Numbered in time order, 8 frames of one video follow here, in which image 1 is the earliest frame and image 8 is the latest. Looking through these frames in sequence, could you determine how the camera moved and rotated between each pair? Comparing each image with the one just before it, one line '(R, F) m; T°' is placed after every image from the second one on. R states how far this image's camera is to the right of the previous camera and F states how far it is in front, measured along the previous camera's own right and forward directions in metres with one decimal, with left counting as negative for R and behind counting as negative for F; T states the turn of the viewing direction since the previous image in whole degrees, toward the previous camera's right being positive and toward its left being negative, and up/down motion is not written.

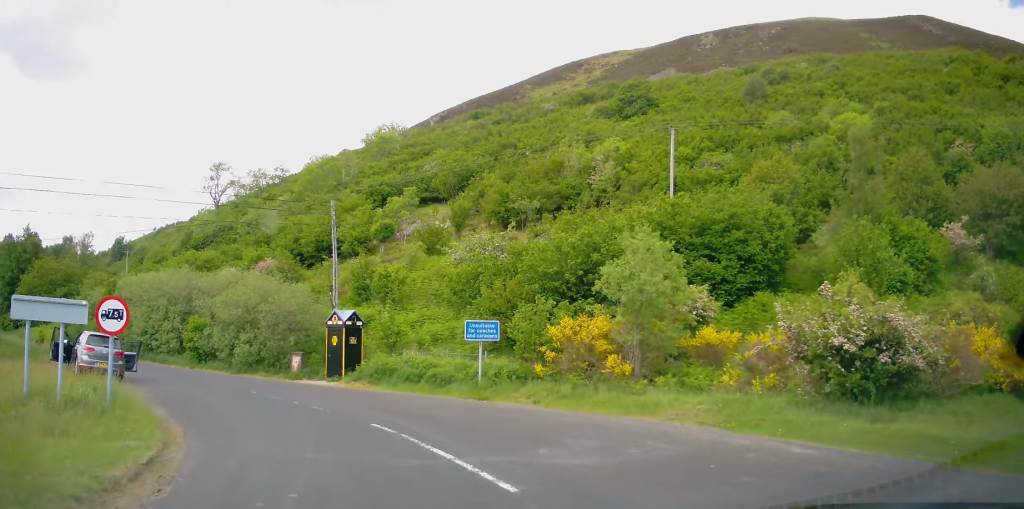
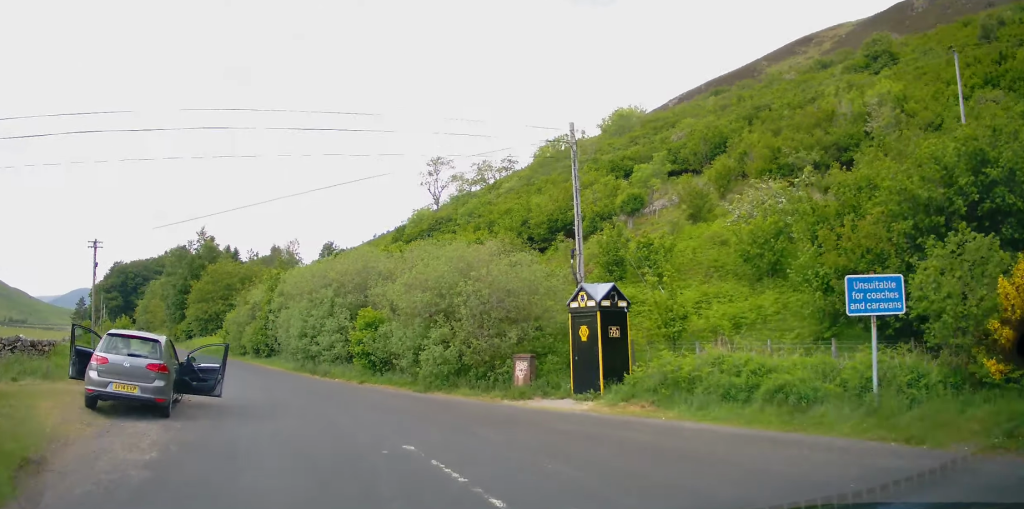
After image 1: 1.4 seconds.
(-2.2, +11.9) m; -26°
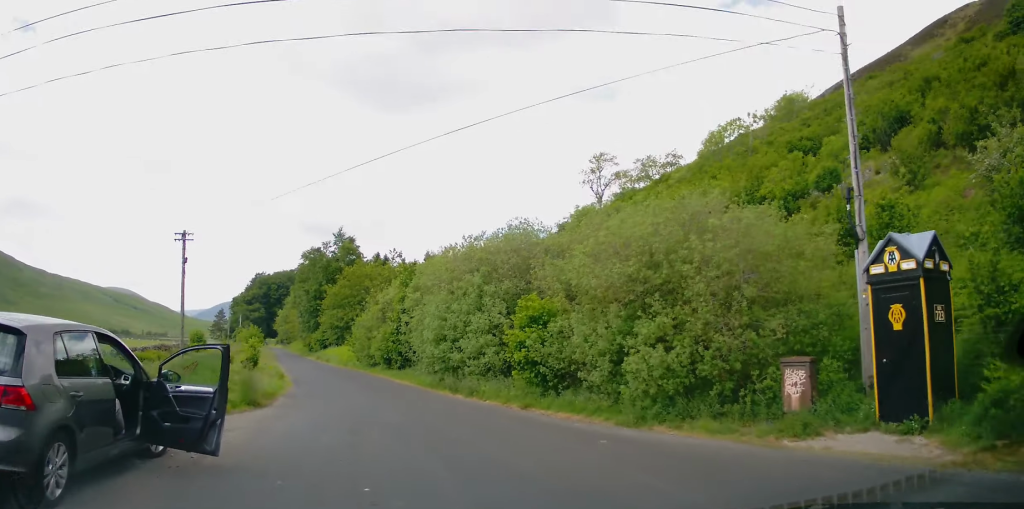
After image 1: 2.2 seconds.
(-1.5, +7.4) m; -16°
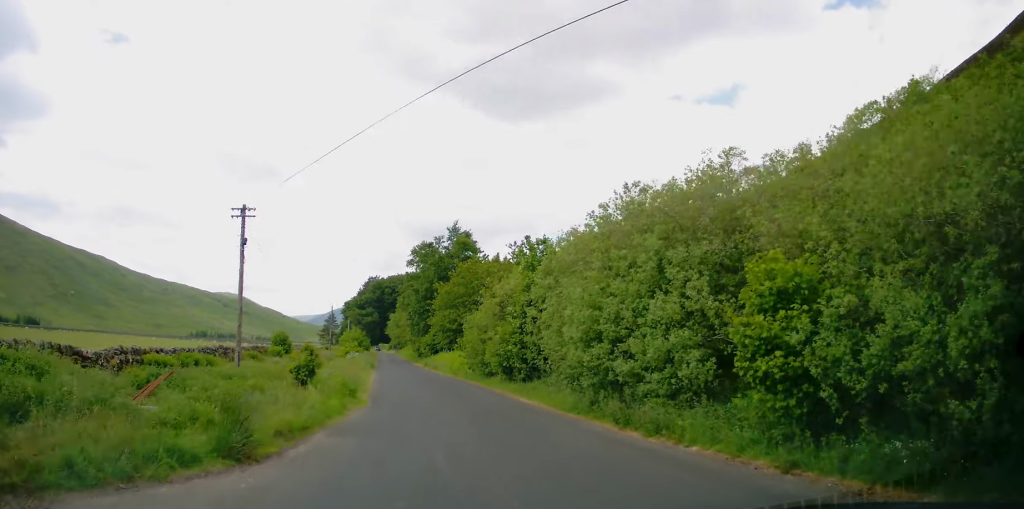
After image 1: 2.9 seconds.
(-0.8, +7.0) m; -10°
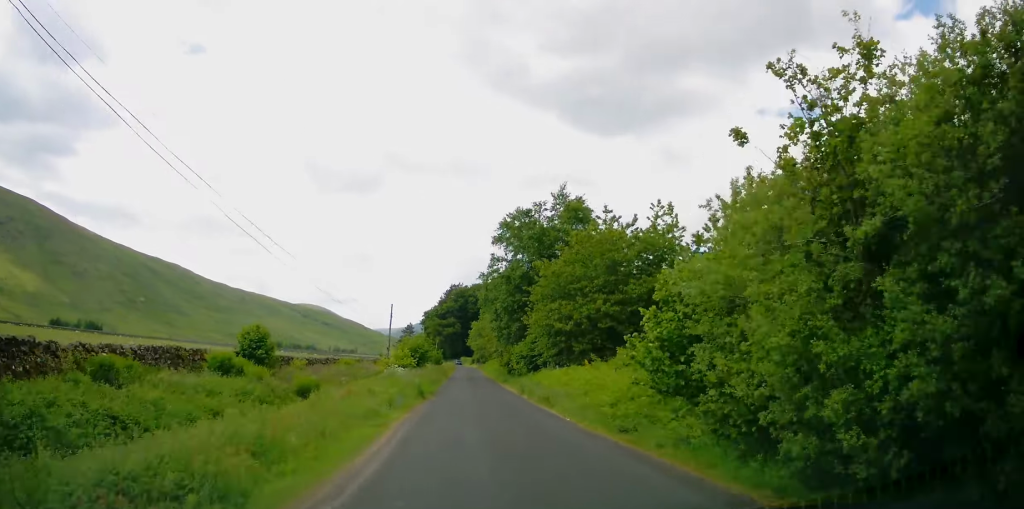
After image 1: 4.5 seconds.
(-2.1, +18.9) m; -11°
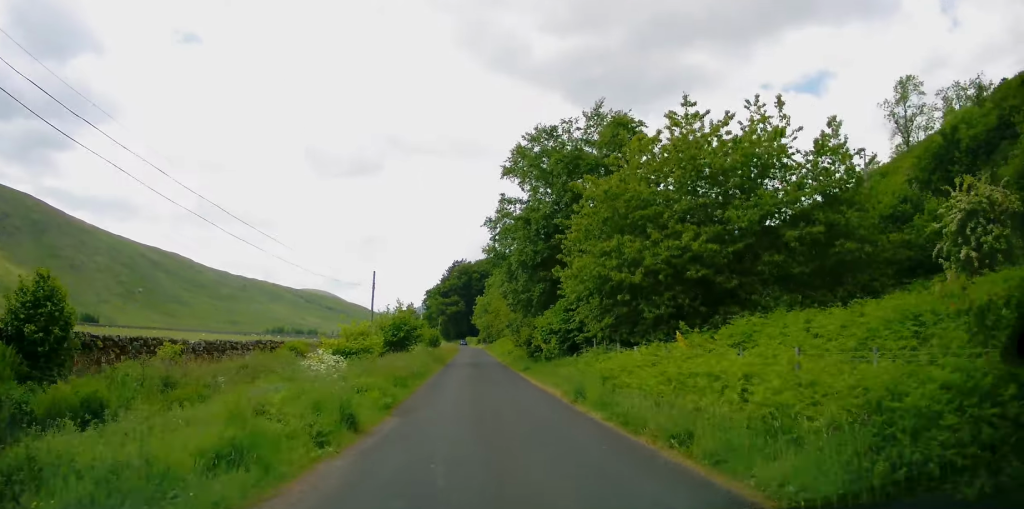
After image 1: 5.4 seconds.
(-0.5, +12.2) m; -2°
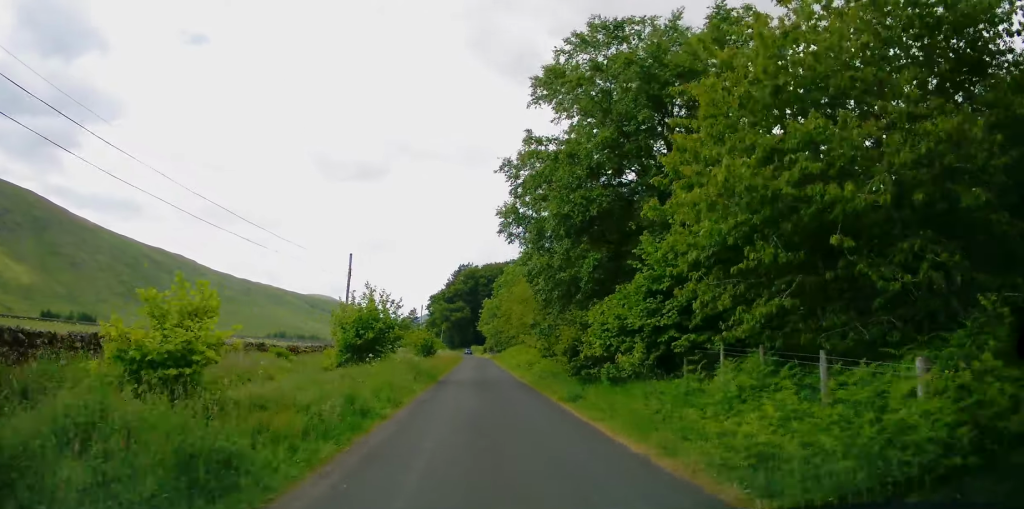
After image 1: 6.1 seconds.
(-0.1, +11.5) m; 0°
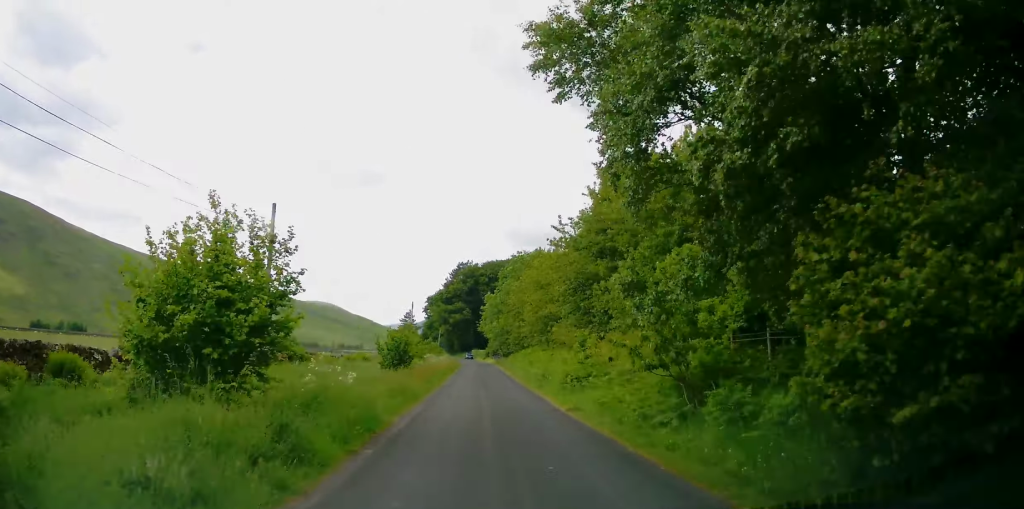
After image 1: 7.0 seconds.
(0.0, +13.9) m; 0°
